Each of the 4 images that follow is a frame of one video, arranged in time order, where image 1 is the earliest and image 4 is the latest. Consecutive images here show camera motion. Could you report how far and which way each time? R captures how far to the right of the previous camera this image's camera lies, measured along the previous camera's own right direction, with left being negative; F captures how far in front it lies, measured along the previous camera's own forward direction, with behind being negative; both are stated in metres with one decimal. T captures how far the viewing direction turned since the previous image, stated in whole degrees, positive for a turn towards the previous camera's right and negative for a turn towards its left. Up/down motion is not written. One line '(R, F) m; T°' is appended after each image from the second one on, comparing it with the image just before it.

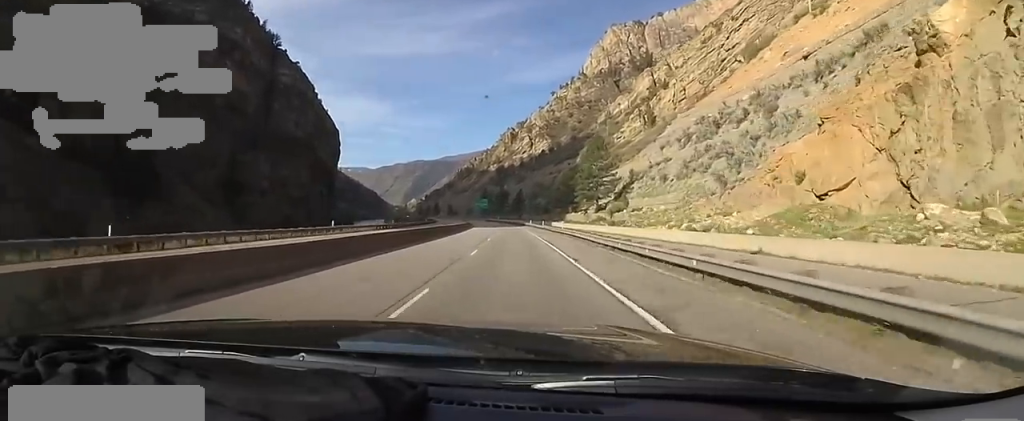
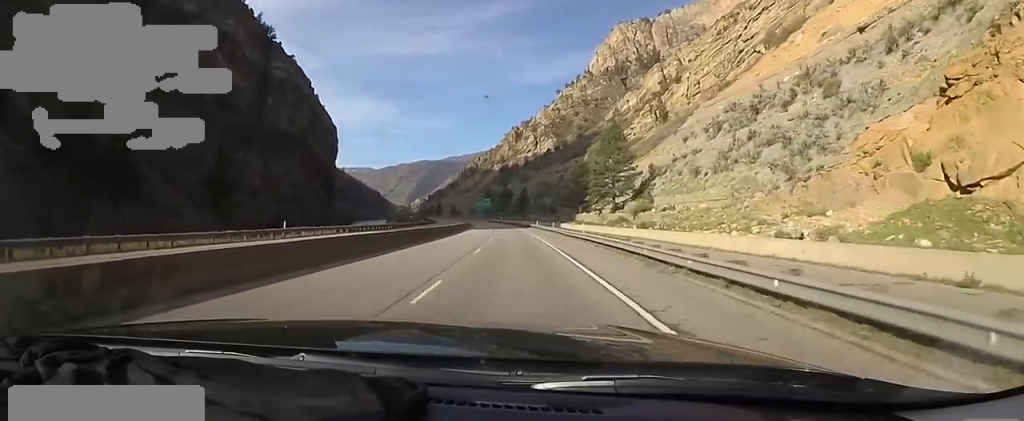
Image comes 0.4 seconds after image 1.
(-0.2, +11.0) m; -1°
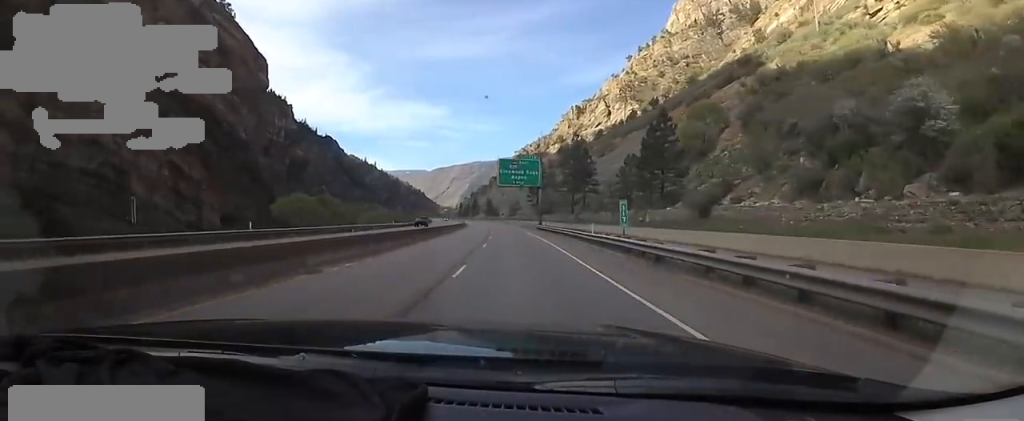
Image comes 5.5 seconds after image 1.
(-7.1, +128.0) m; -6°
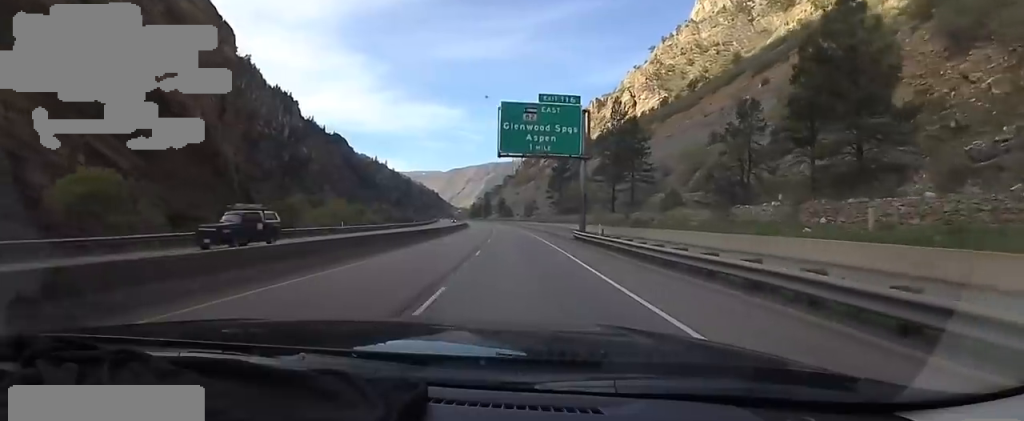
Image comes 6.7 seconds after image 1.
(-0.1, +27.7) m; -1°
